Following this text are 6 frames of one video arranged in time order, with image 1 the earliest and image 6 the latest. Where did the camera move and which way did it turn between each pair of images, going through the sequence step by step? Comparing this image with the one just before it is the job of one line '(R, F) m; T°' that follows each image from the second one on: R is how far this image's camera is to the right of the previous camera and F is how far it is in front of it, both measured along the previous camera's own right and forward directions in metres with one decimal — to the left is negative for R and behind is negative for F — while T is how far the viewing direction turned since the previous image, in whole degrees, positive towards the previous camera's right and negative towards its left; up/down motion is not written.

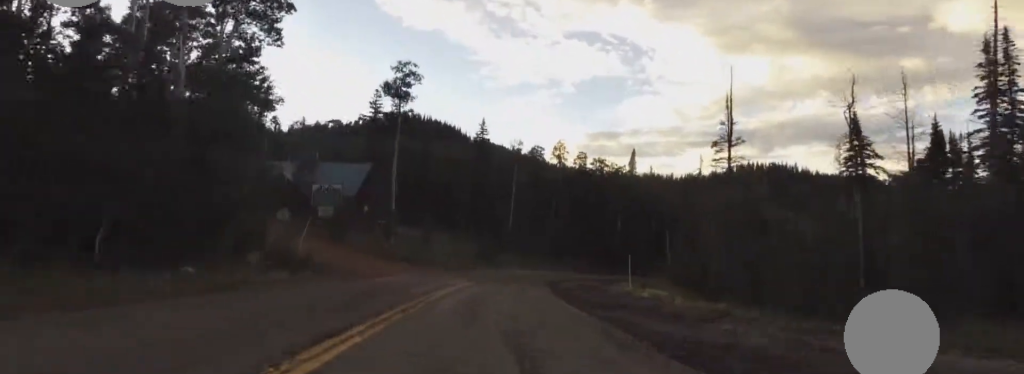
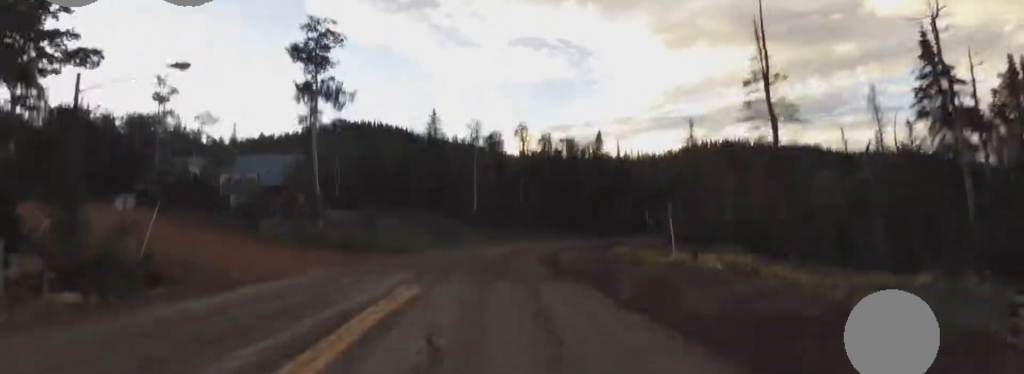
(+0.9, +13.9) m; +4°
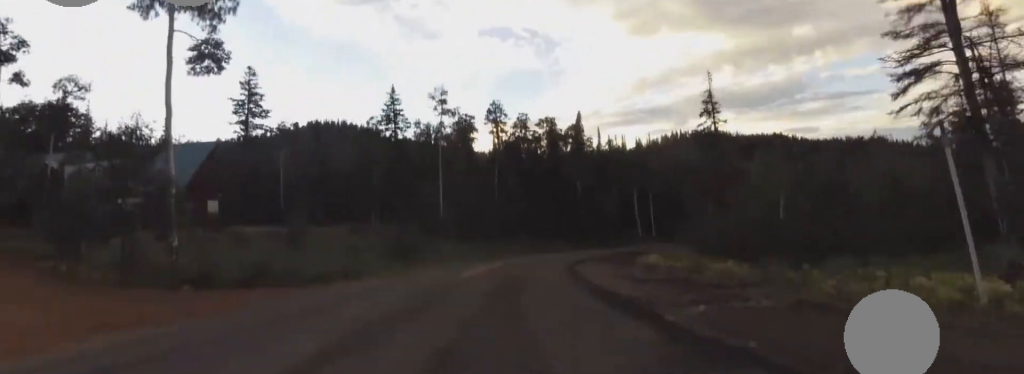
(+0.2, +16.1) m; +4°
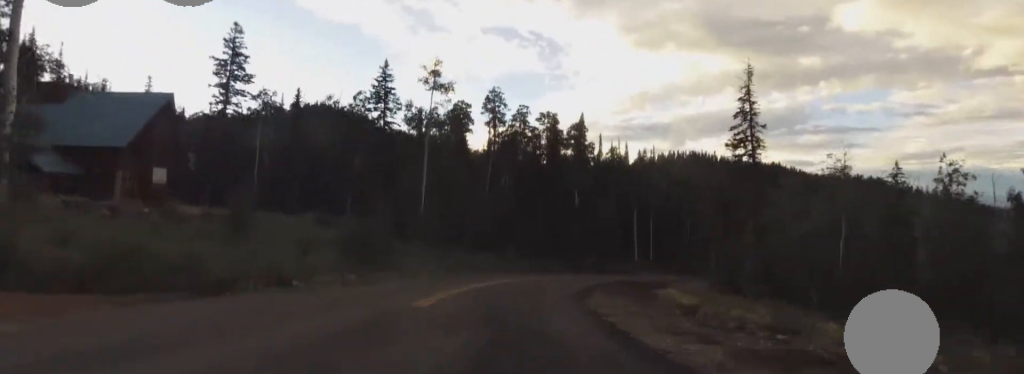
(+0.6, +8.6) m; 0°
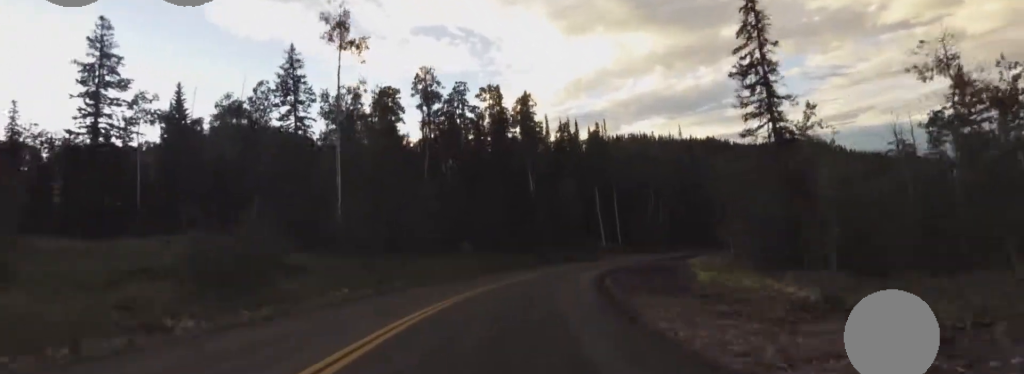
(-0.3, +12.9) m; +3°
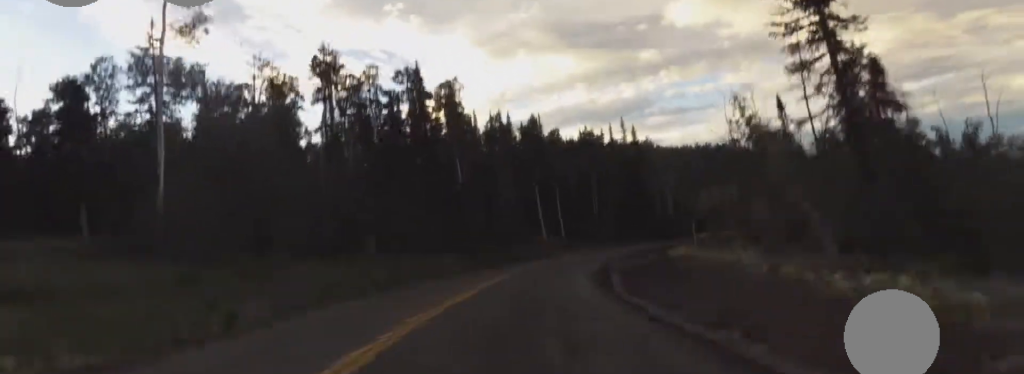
(+1.1, +13.6) m; +11°
